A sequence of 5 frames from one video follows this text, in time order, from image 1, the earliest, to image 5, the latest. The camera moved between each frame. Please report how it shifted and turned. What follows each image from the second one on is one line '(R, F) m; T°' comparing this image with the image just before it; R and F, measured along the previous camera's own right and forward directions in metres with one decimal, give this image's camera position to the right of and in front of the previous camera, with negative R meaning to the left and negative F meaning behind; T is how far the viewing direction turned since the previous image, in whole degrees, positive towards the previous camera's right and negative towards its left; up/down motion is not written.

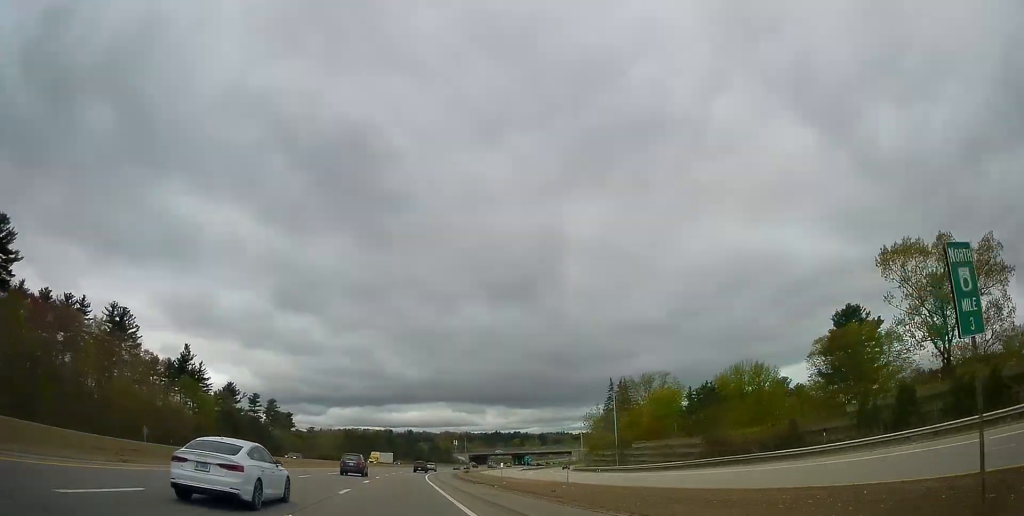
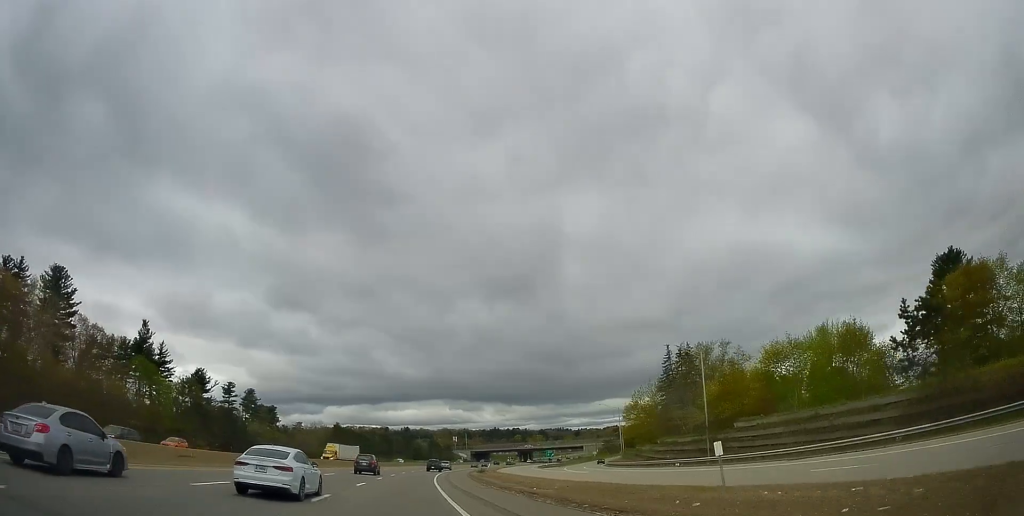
(+0.3, +29.0) m; 0°
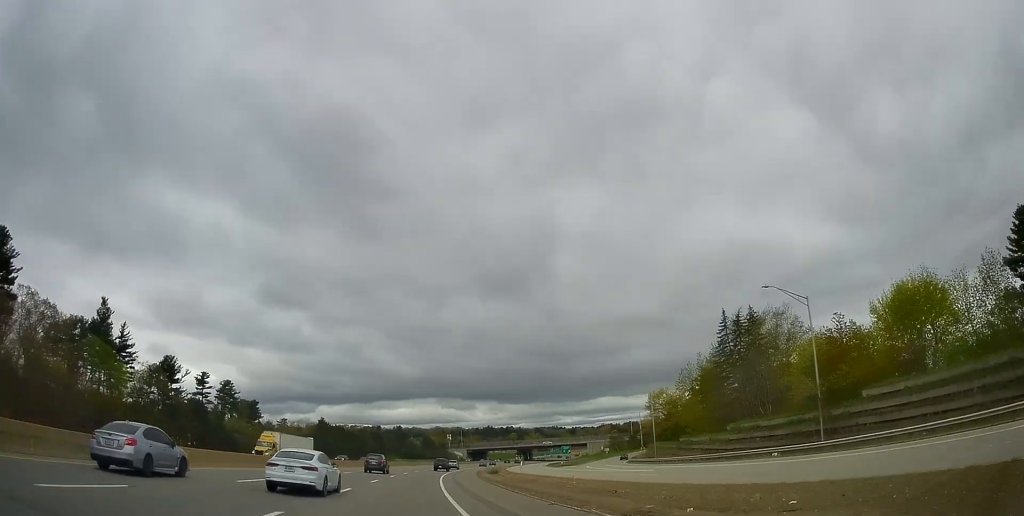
(+0.1, +19.8) m; -1°
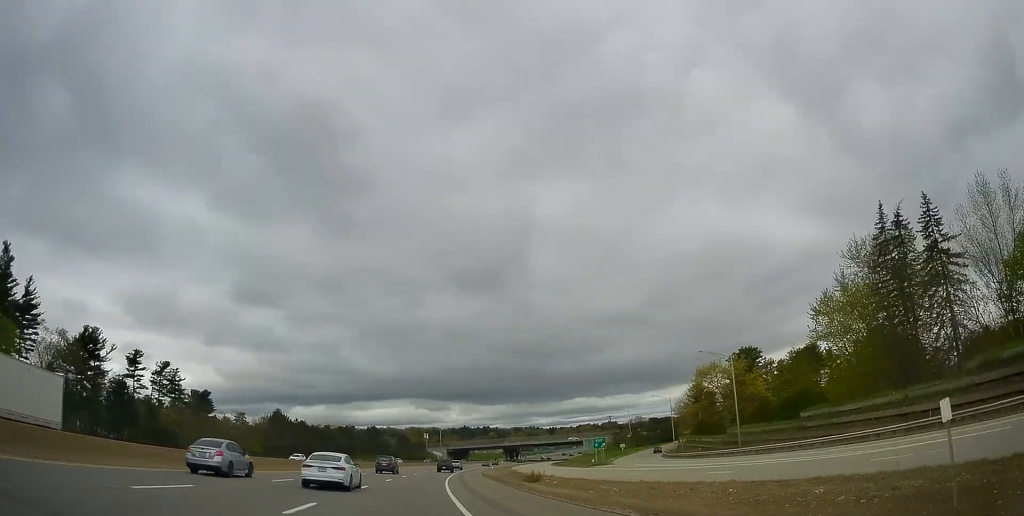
(-0.9, +32.9) m; +1°
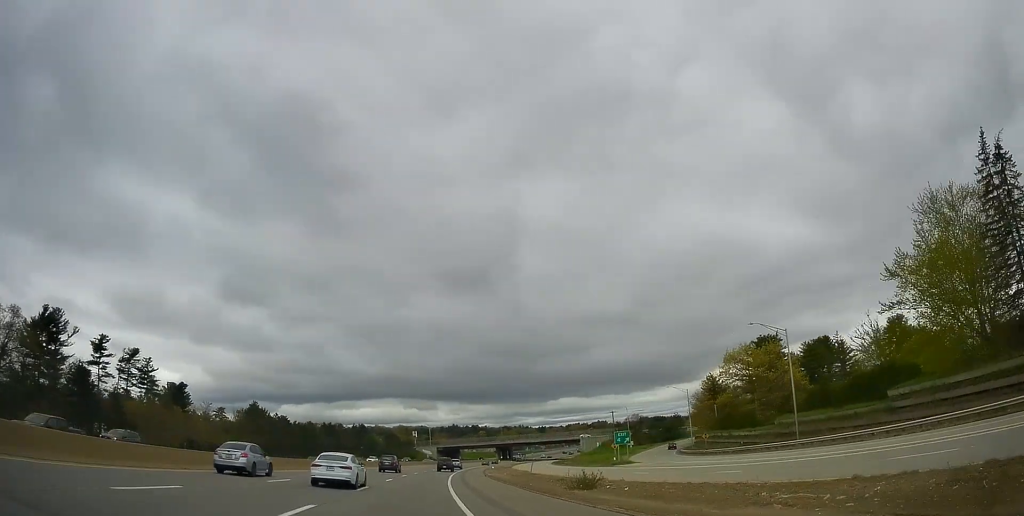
(+0.1, +13.3) m; +1°
